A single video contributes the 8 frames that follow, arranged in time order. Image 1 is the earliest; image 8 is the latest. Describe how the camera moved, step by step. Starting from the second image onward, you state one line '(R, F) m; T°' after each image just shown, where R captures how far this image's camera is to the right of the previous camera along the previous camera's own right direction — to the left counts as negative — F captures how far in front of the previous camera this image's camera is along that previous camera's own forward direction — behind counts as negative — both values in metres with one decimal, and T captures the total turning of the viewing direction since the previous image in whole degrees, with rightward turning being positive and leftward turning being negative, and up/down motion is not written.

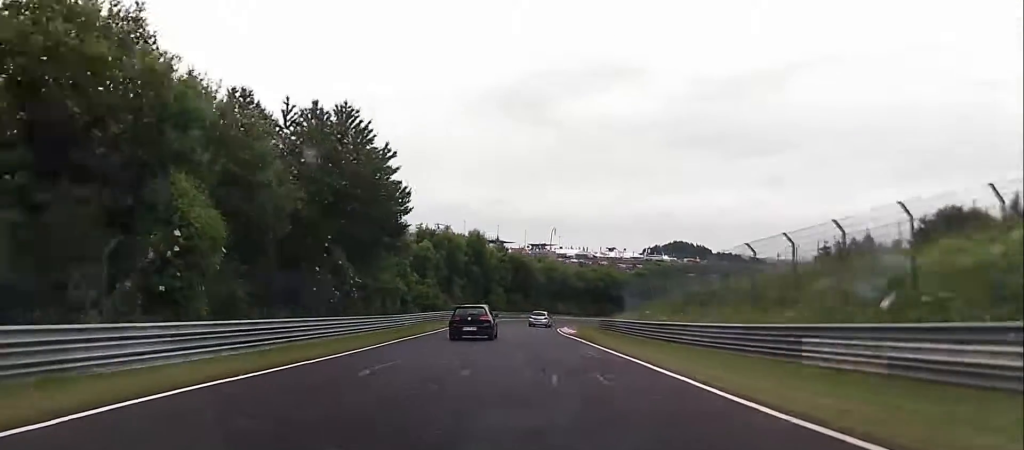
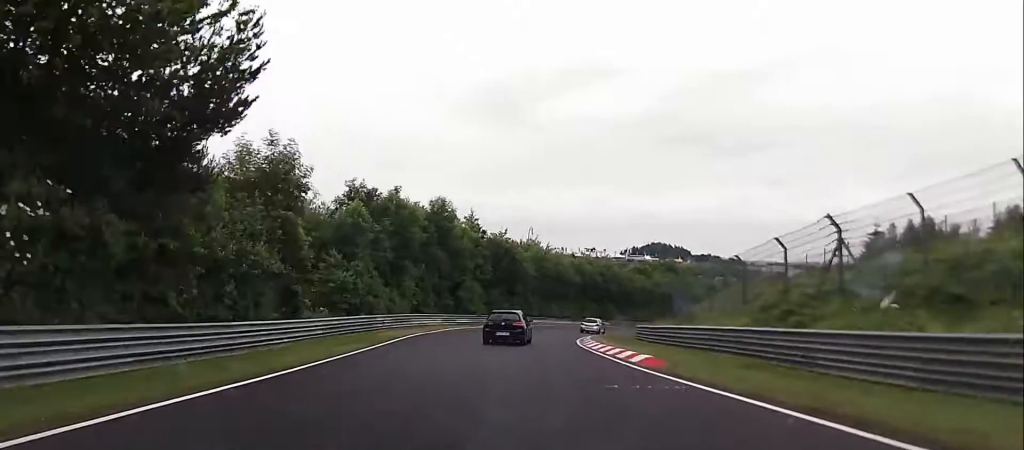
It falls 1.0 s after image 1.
(+0.1, +26.2) m; +3°
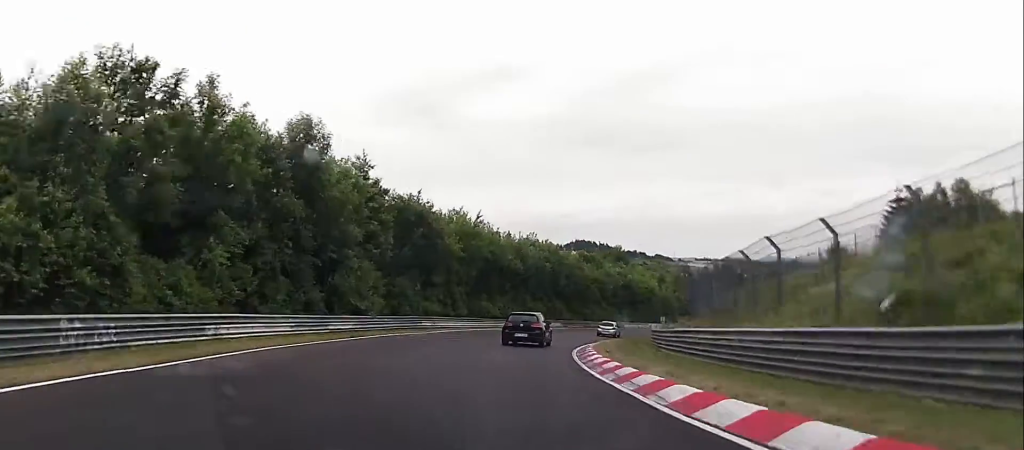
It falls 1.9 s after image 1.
(+0.9, +25.7) m; +7°
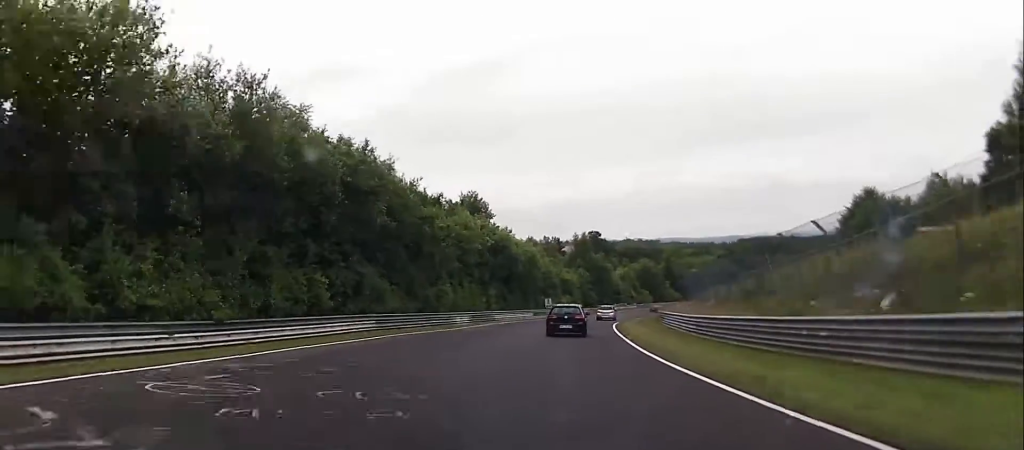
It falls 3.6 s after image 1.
(+6.5, +50.3) m; +15°
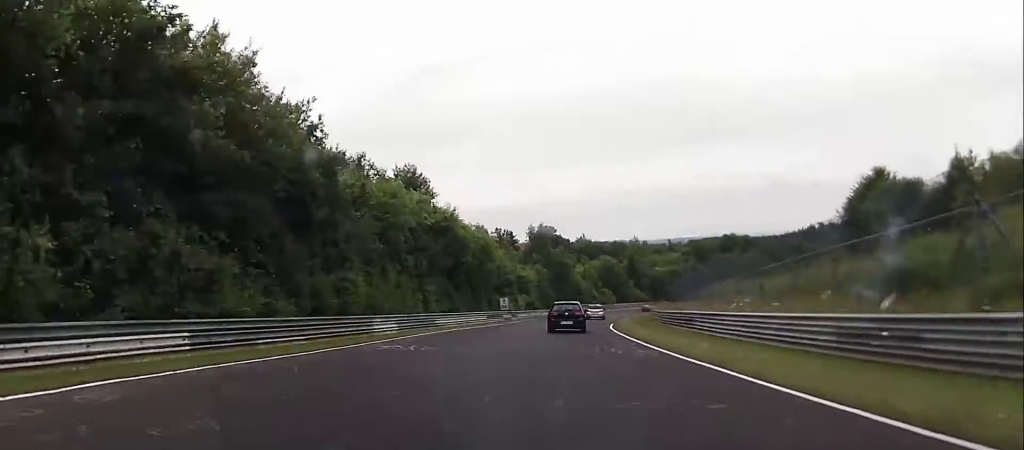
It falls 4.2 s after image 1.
(+1.2, +17.0) m; +5°
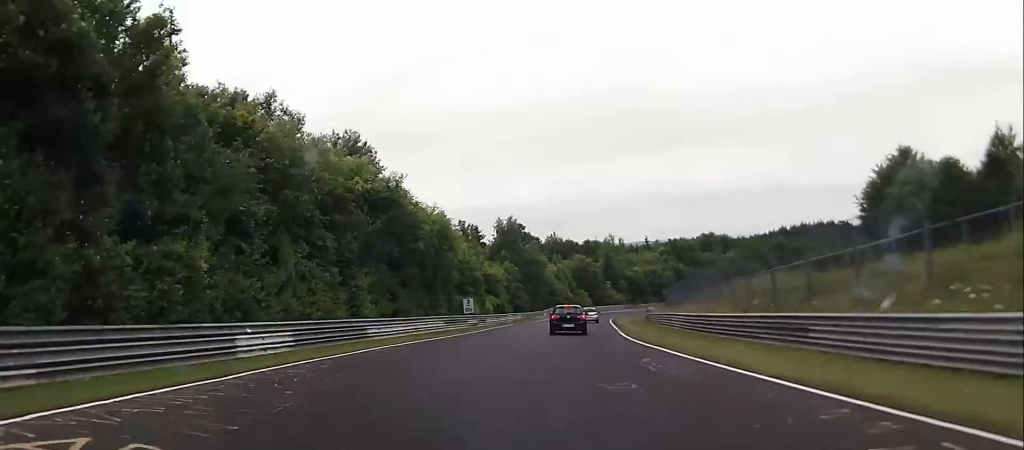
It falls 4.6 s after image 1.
(+0.3, +14.1) m; +4°
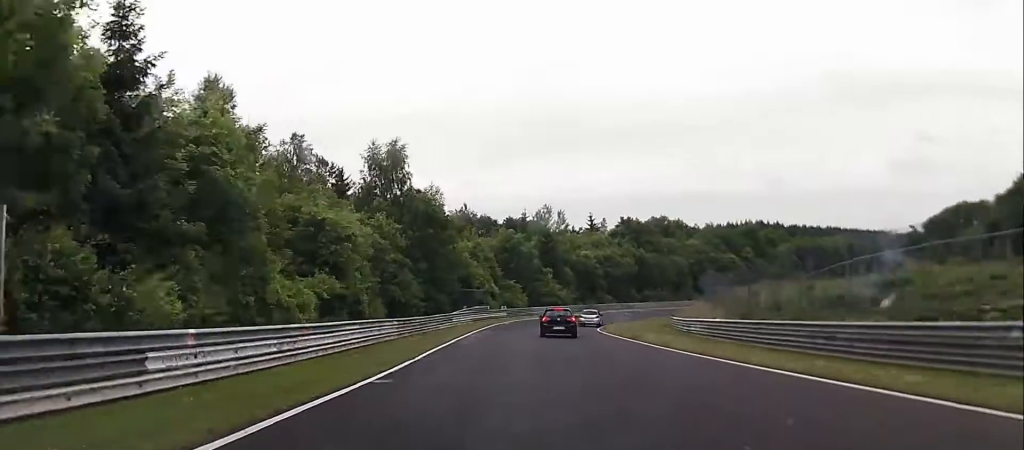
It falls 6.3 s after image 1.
(+5.2, +50.1) m; +11°
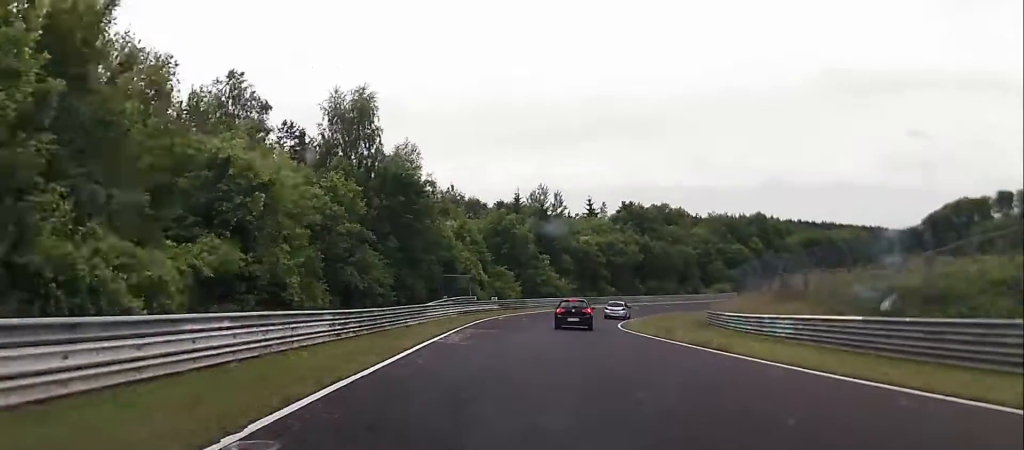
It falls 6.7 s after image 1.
(-0.1, +13.0) m; +3°
